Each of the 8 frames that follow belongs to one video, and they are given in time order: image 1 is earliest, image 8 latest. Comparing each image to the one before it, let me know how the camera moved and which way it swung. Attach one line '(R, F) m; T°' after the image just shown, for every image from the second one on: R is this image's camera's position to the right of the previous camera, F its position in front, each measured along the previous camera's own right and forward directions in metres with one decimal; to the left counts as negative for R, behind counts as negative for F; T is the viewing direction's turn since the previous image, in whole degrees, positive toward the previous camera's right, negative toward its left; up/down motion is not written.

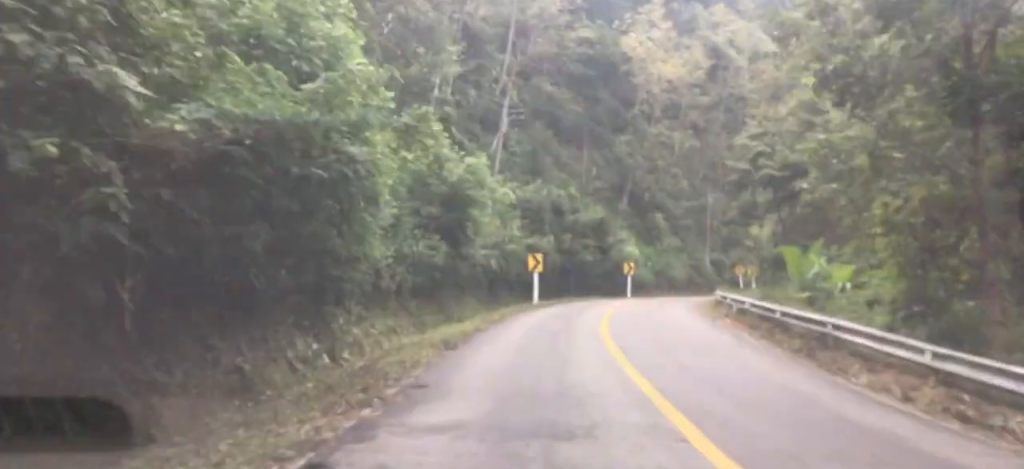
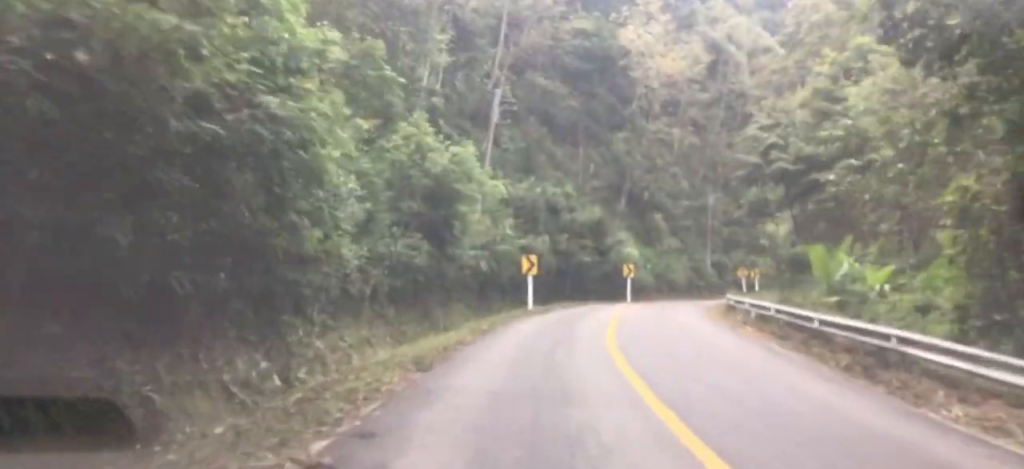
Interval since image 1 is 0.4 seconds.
(+0.4, +3.7) m; -5°
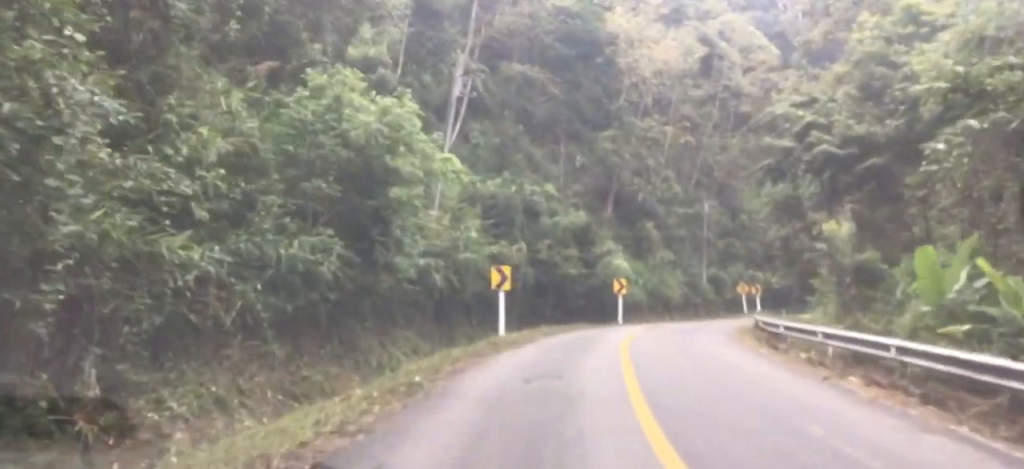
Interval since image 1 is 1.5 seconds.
(-1.9, +11.4) m; -6°
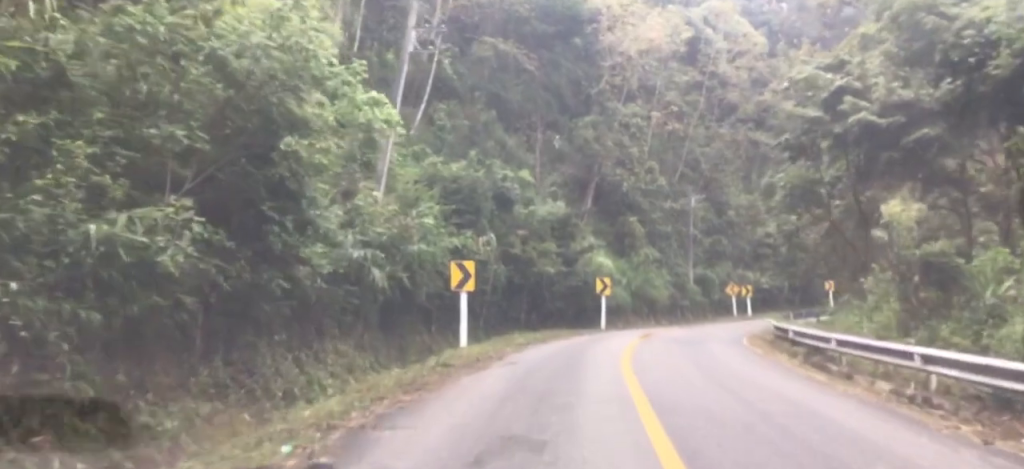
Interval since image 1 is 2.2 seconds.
(+0.6, +6.3) m; +6°
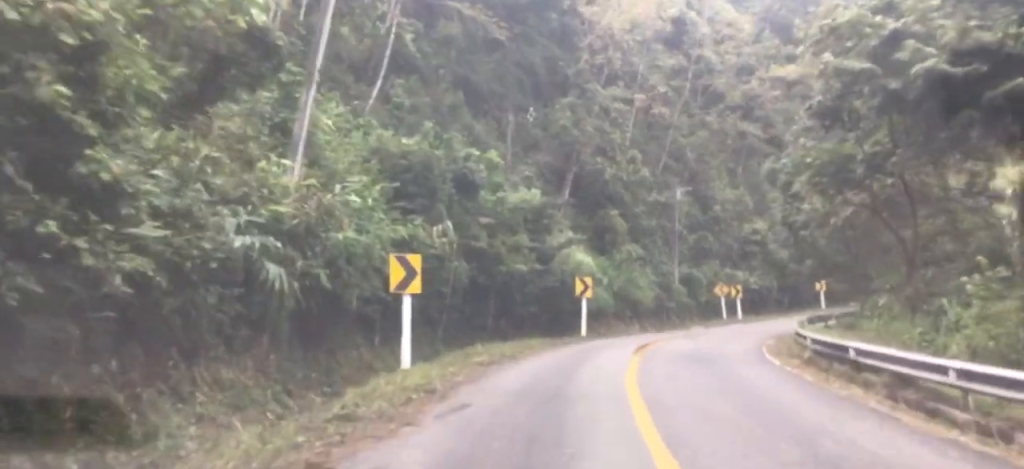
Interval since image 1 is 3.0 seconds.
(+0.3, +6.1) m; +6°
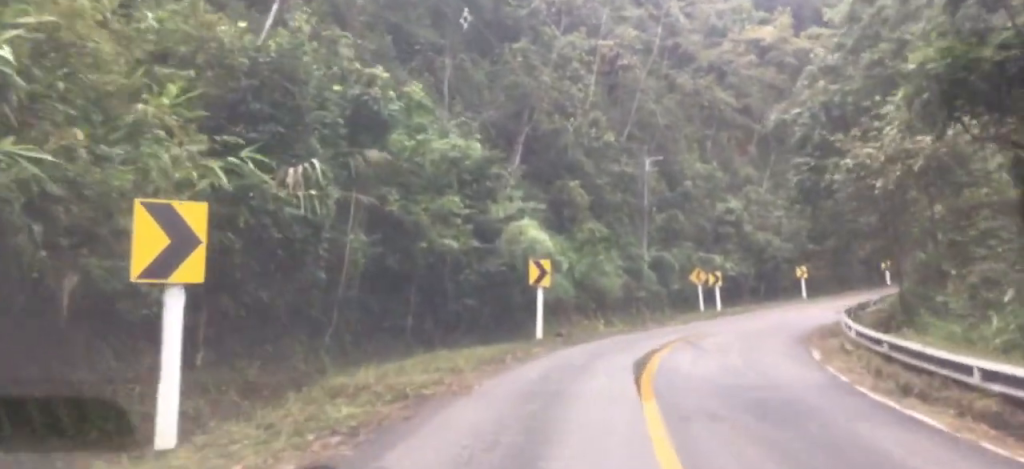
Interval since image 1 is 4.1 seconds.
(+0.8, +9.3) m; +5°
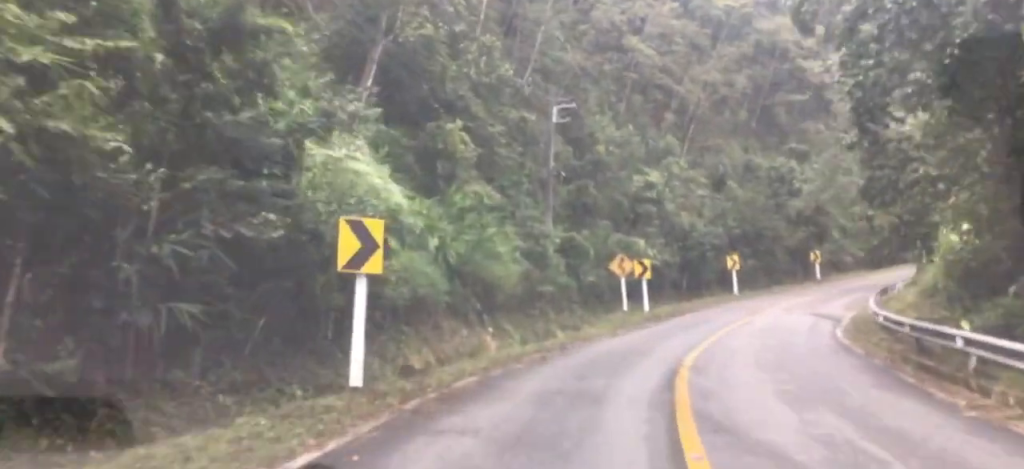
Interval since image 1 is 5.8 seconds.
(+1.1, +12.5) m; +23°
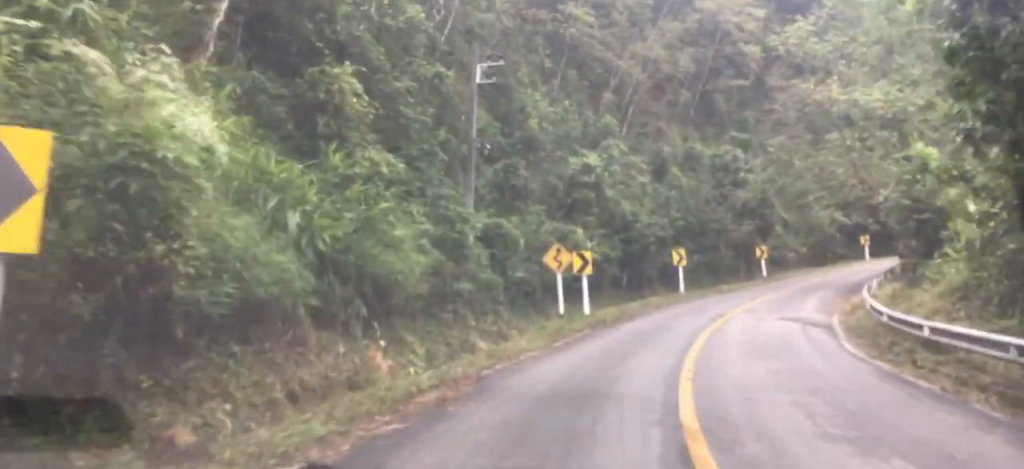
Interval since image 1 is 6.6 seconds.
(+1.7, +5.9) m; +15°
